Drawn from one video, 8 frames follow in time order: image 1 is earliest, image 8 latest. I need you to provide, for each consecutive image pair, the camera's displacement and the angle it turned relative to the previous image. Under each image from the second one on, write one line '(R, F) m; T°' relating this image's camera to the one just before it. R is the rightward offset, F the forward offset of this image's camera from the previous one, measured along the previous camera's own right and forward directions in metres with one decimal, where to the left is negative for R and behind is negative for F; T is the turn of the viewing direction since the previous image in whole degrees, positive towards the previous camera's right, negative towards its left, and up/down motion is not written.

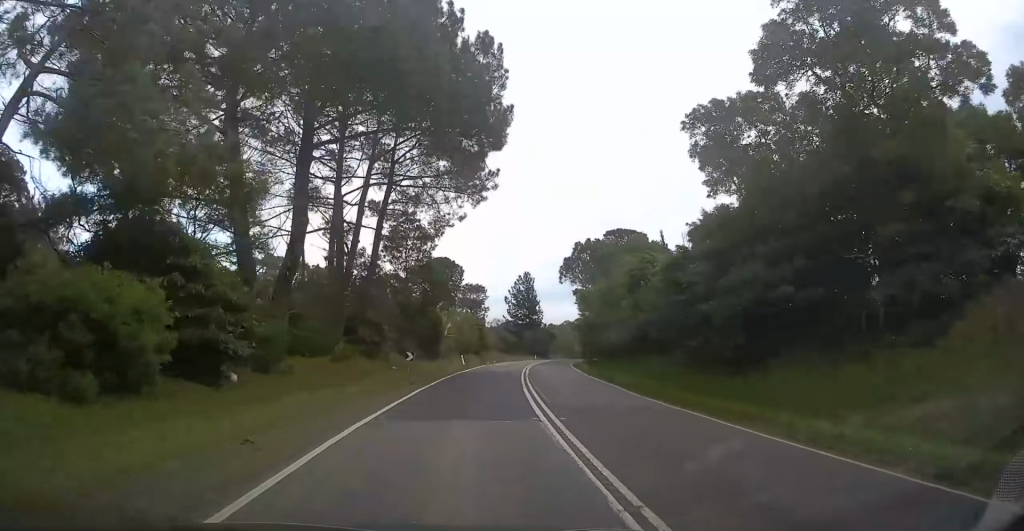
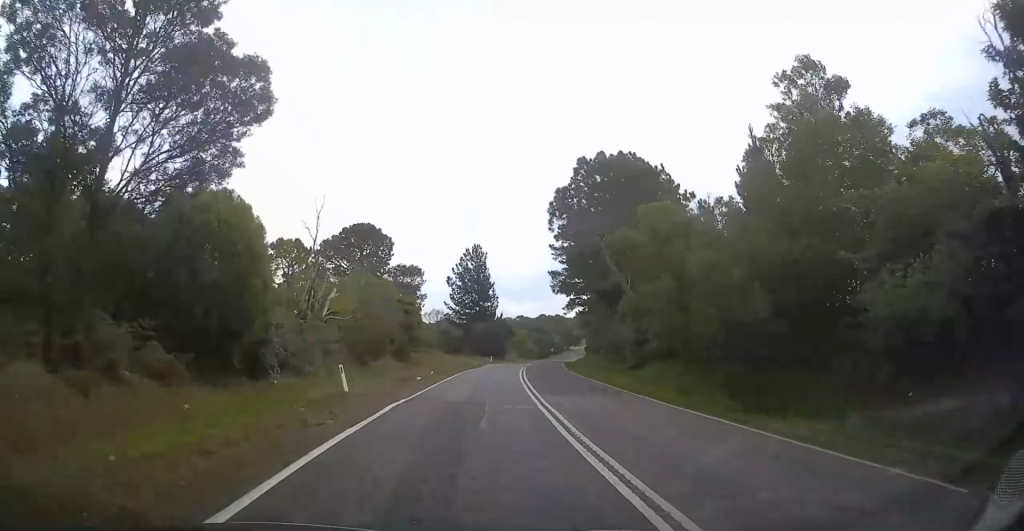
(+0.8, +33.6) m; +4°
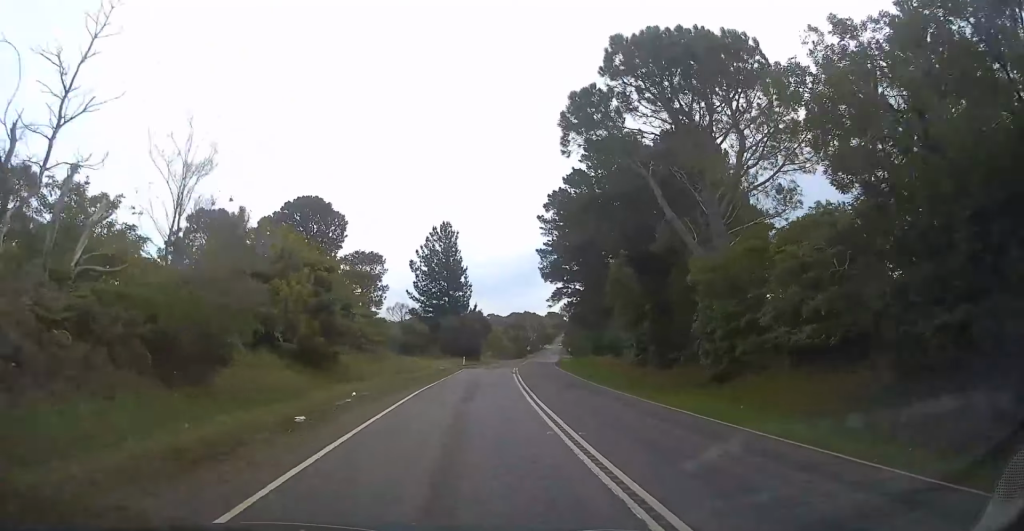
(+0.6, +16.8) m; +2°
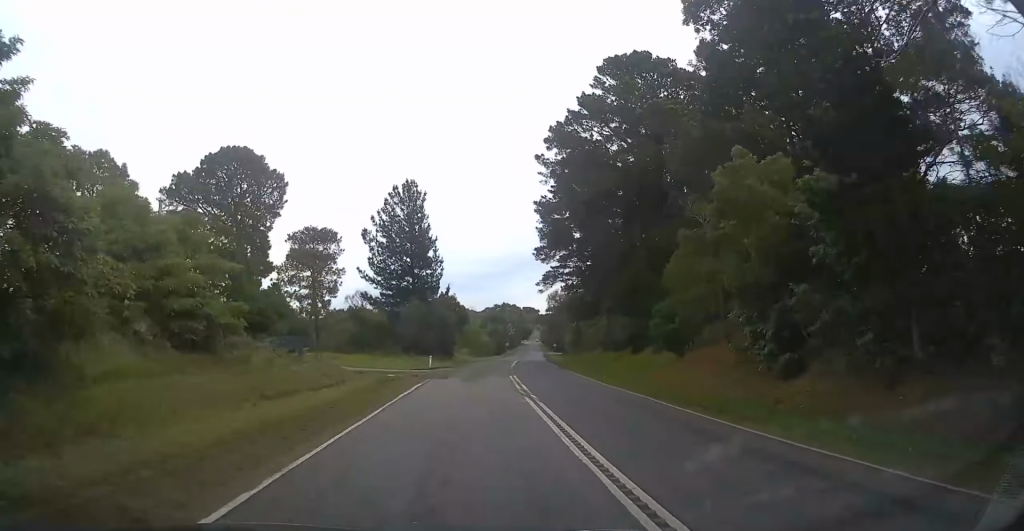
(+0.4, +18.8) m; +3°
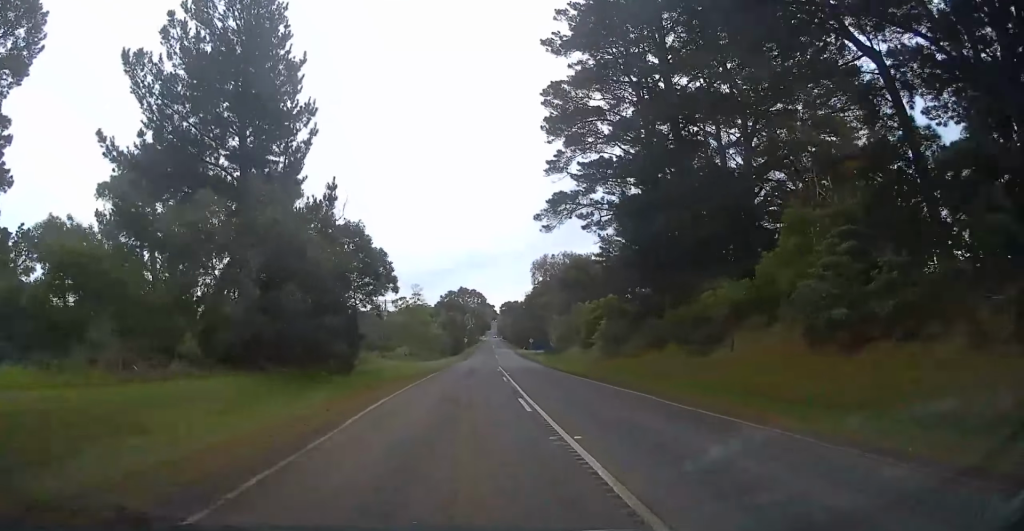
(+2.0, +39.1) m; +5°
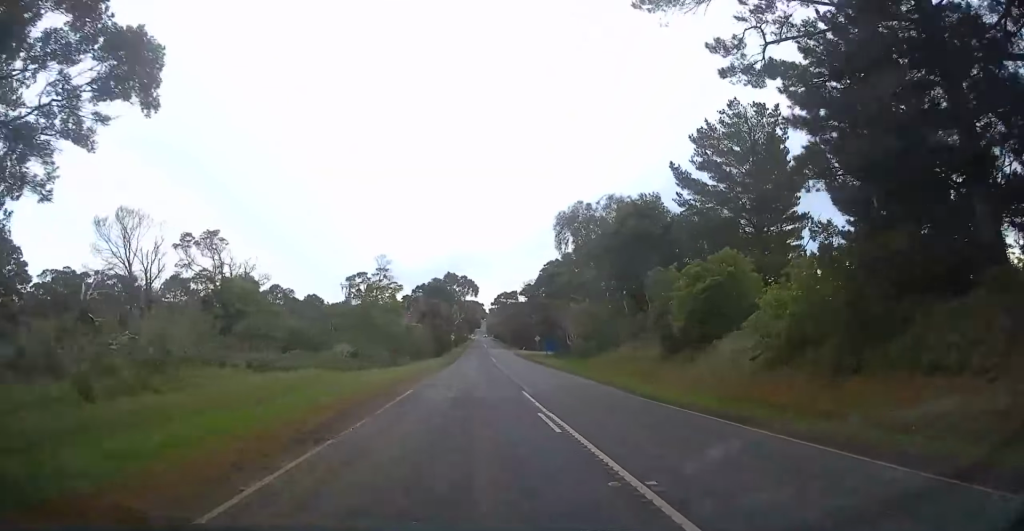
(+0.3, +26.2) m; +1°
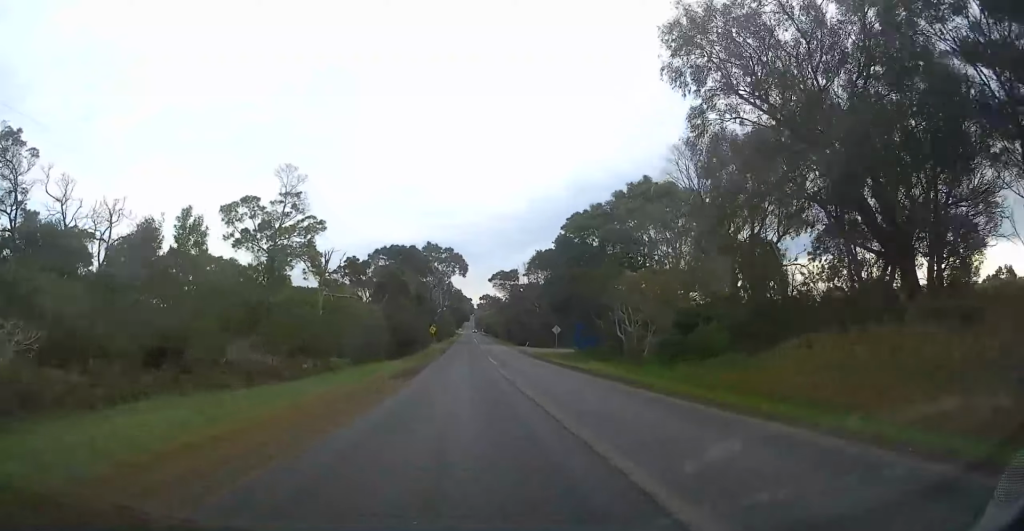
(+0.4, +29.1) m; +1°
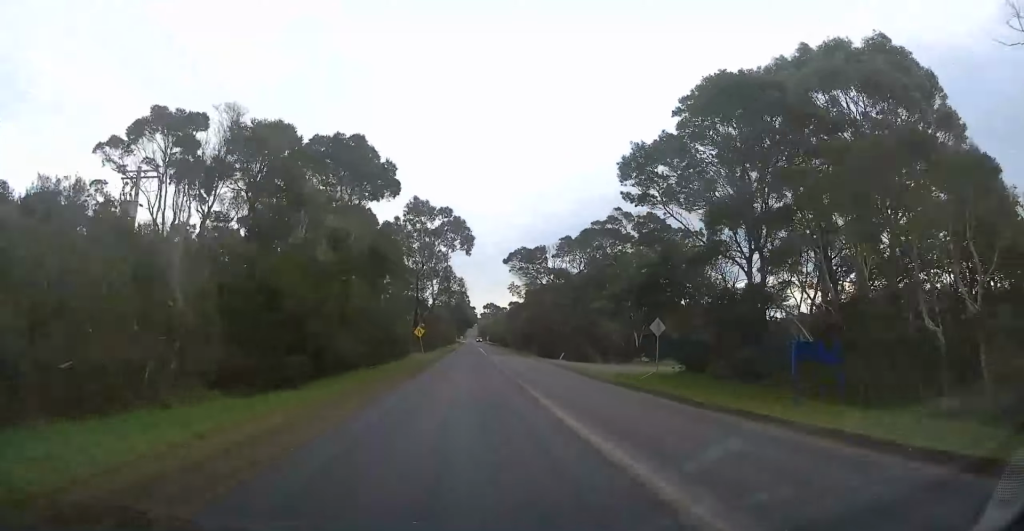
(+0.1, +29.6) m; 0°
